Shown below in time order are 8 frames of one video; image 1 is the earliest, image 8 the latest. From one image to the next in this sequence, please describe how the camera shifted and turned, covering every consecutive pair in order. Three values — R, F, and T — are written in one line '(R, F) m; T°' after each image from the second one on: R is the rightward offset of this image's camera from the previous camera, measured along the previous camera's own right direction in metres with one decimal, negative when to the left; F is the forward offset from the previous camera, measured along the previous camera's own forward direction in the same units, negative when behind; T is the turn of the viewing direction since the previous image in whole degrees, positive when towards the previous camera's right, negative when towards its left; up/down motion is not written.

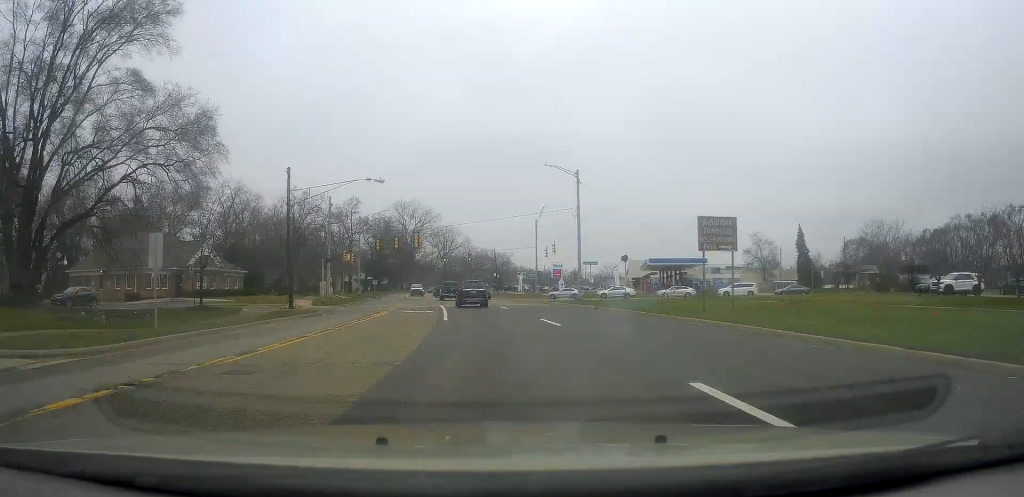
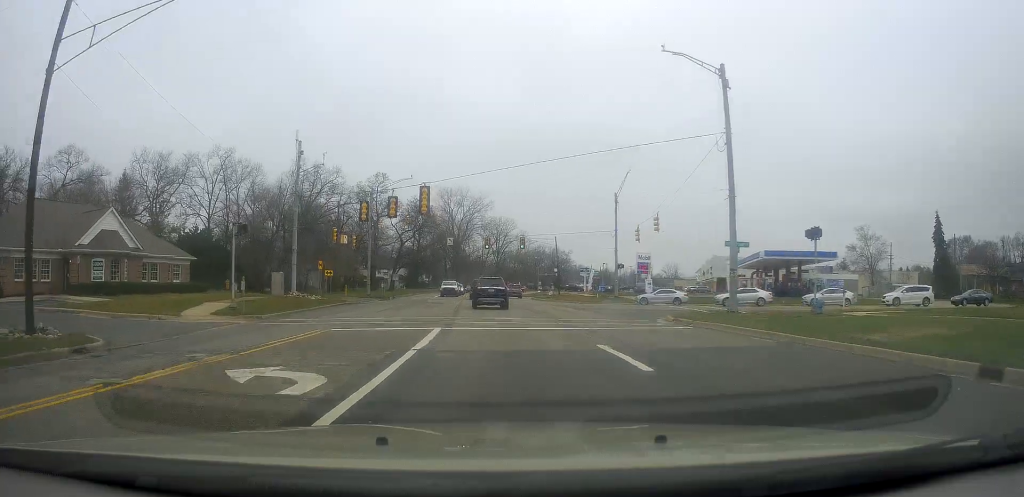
(-1.1, +25.6) m; -5°
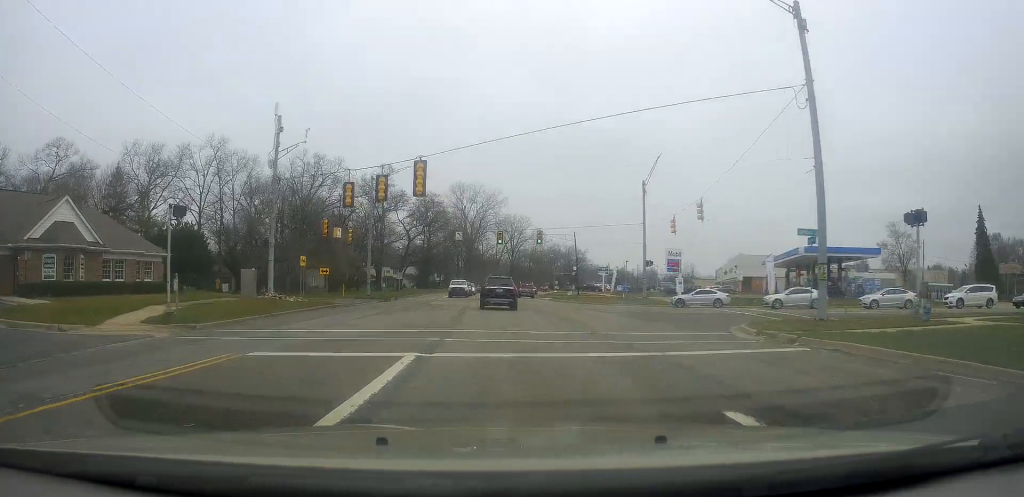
(-0.1, +6.8) m; -1°
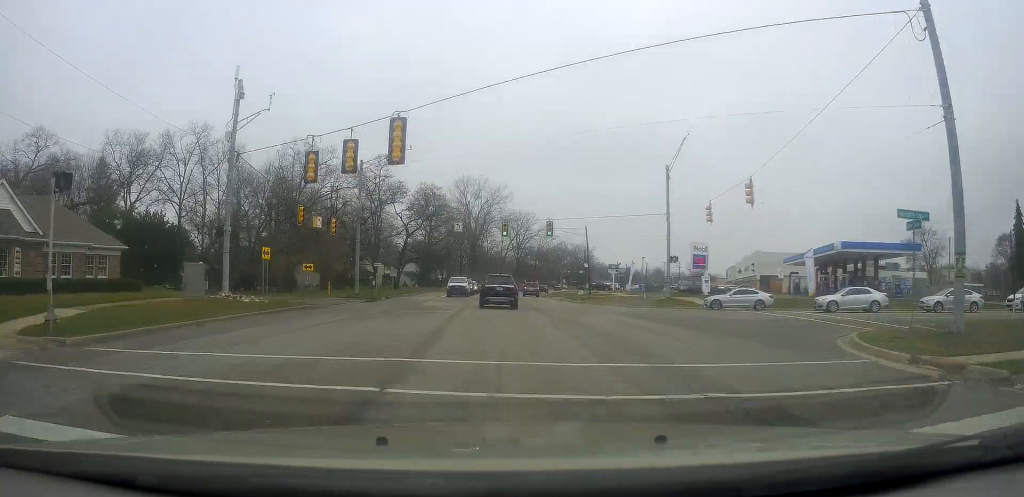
(-0.1, +6.7) m; -1°
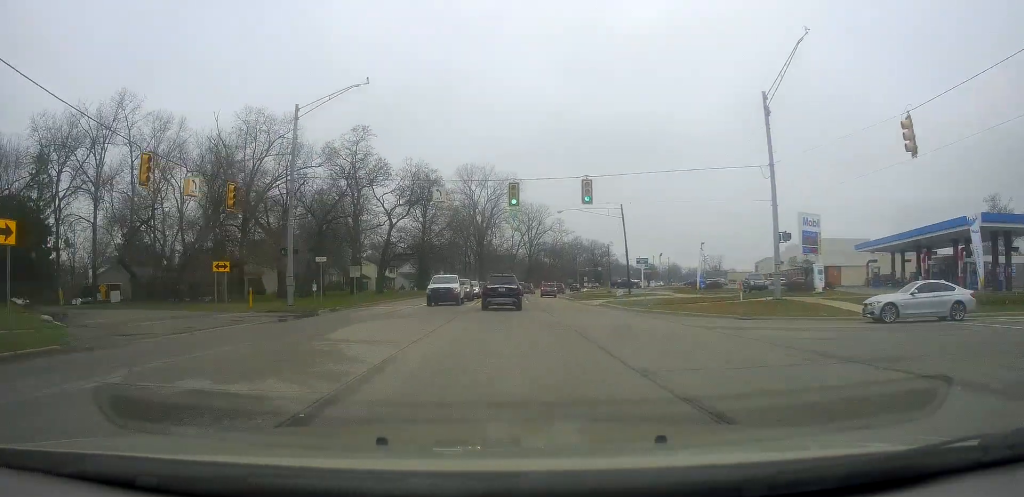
(-0.3, +18.8) m; -3°
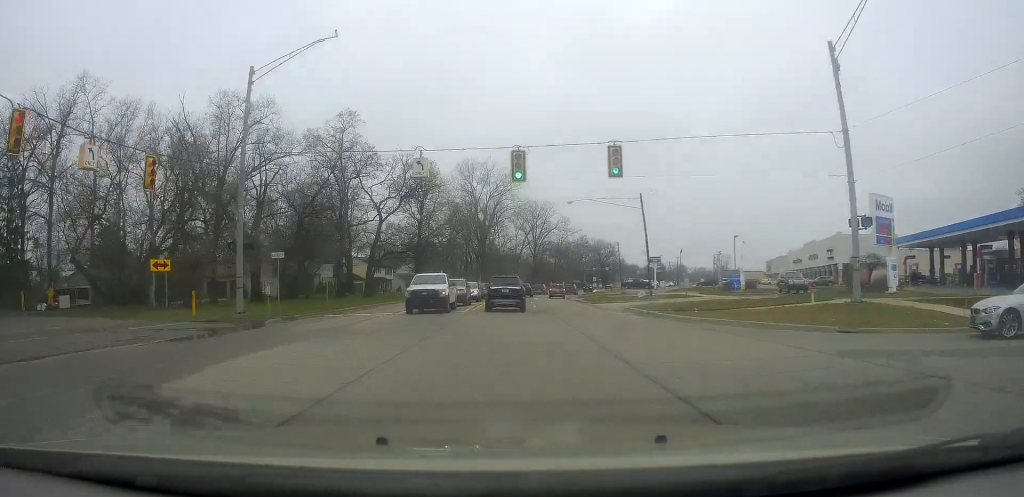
(-0.1, +7.4) m; 0°
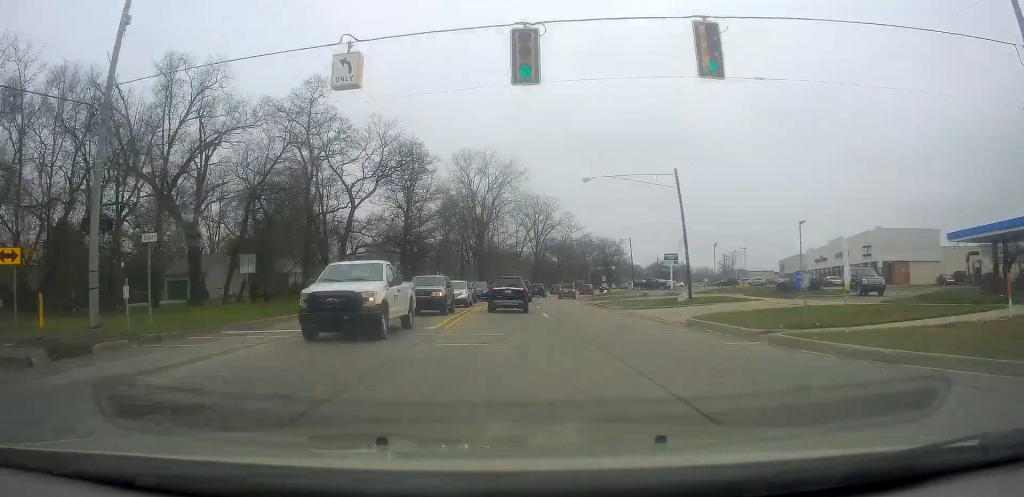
(-0.1, +11.4) m; +1°
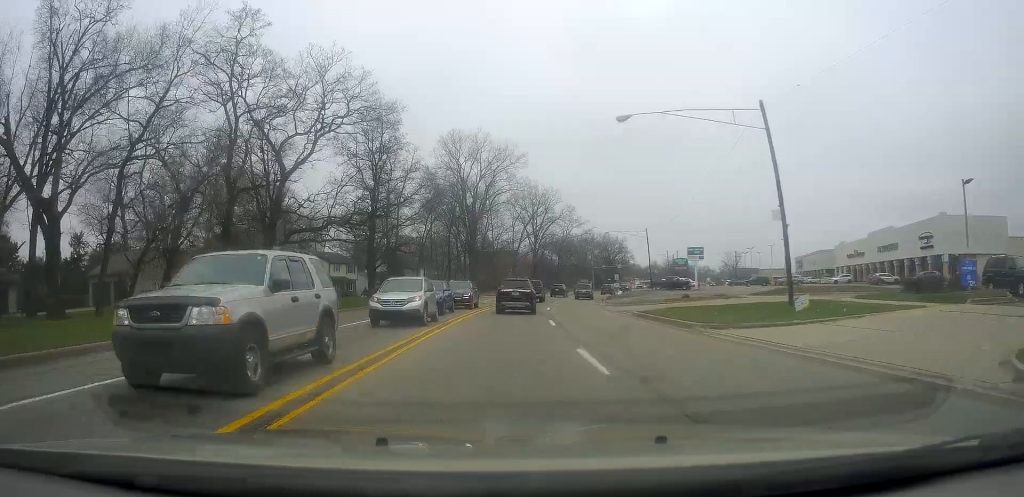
(+0.5, +15.9) m; +1°
